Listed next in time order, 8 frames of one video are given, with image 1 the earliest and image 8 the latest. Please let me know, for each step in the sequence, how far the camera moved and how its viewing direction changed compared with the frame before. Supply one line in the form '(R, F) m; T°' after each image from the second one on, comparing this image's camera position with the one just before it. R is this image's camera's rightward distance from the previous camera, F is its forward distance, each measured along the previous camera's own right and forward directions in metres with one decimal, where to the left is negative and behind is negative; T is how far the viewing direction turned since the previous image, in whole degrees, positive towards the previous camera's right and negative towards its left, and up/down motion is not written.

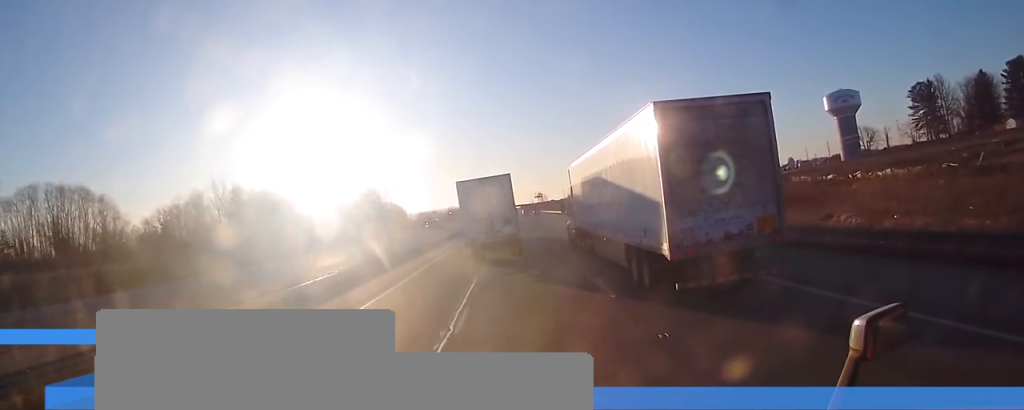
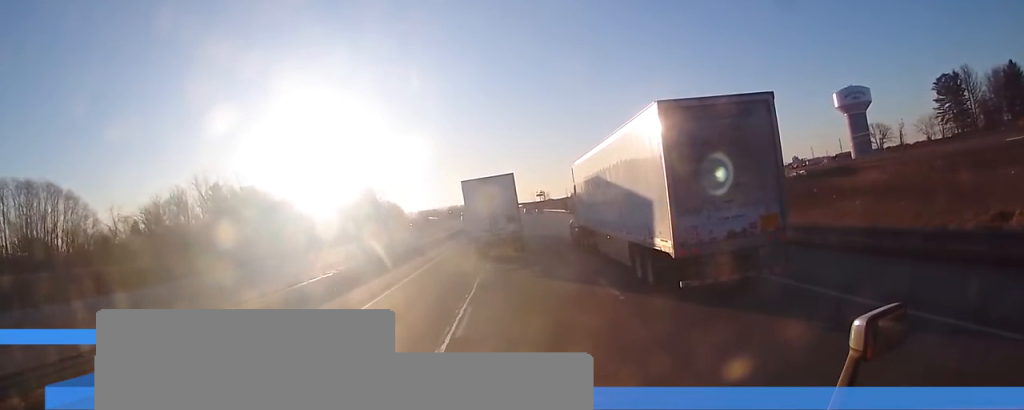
(-0.1, +12.4) m; 0°
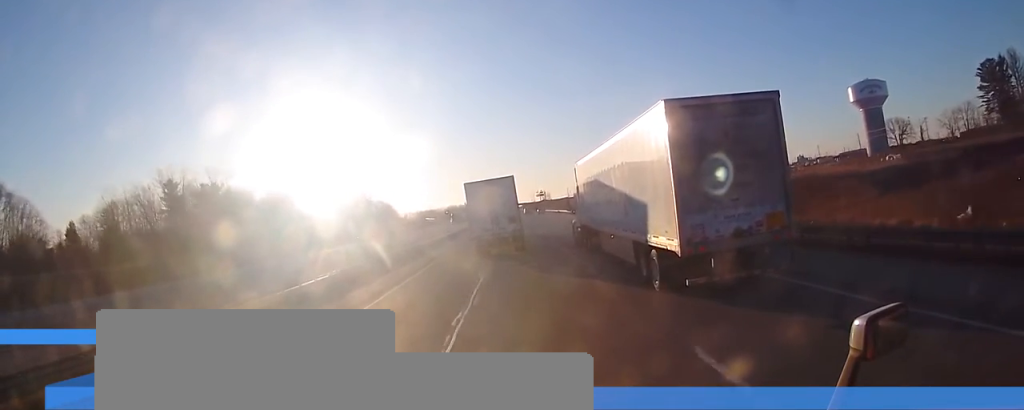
(0.0, +20.6) m; +1°
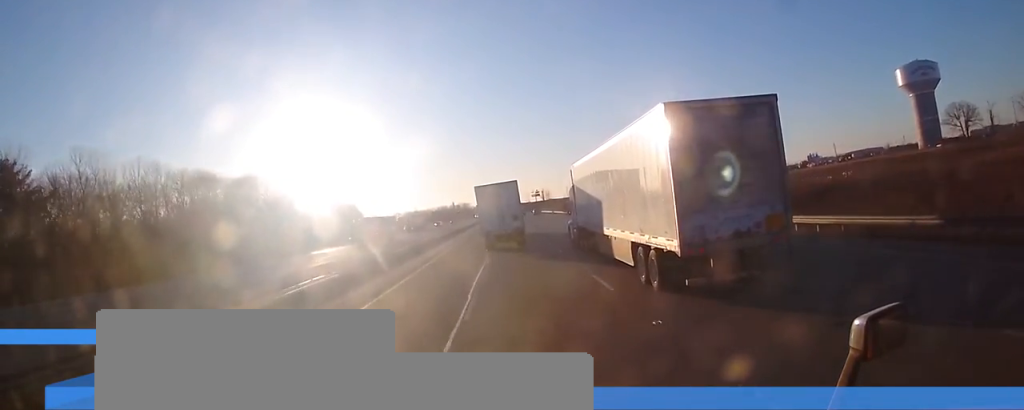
(+0.1, +61.7) m; 0°
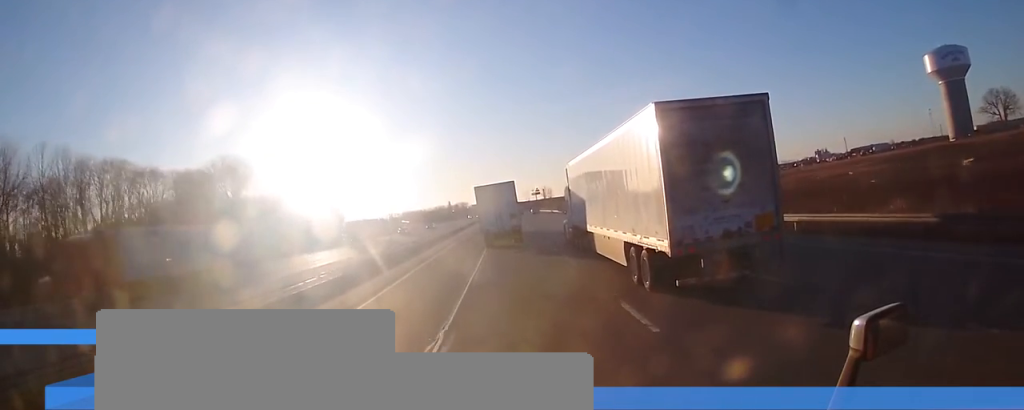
(+0.3, +28.7) m; +1°
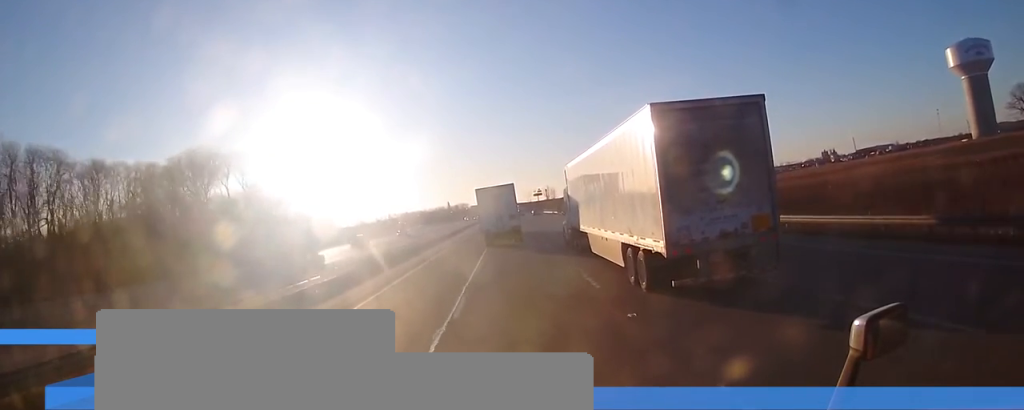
(0.0, +18.6) m; 0°
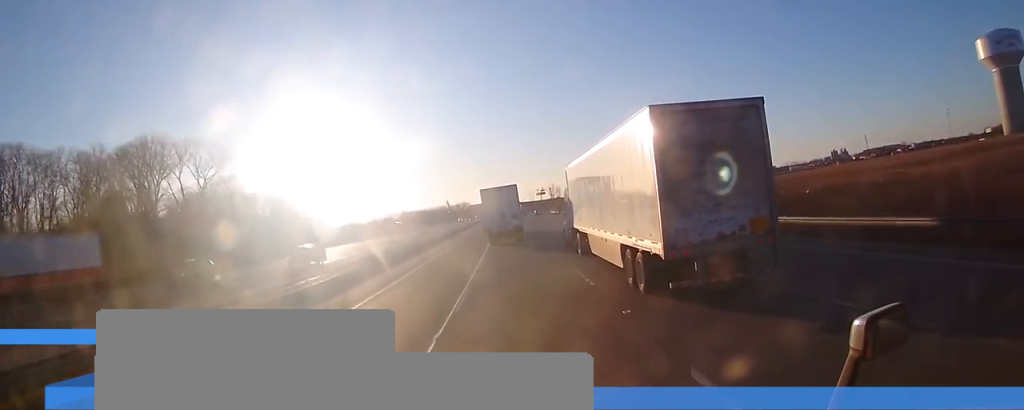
(0.0, +22.5) m; 0°
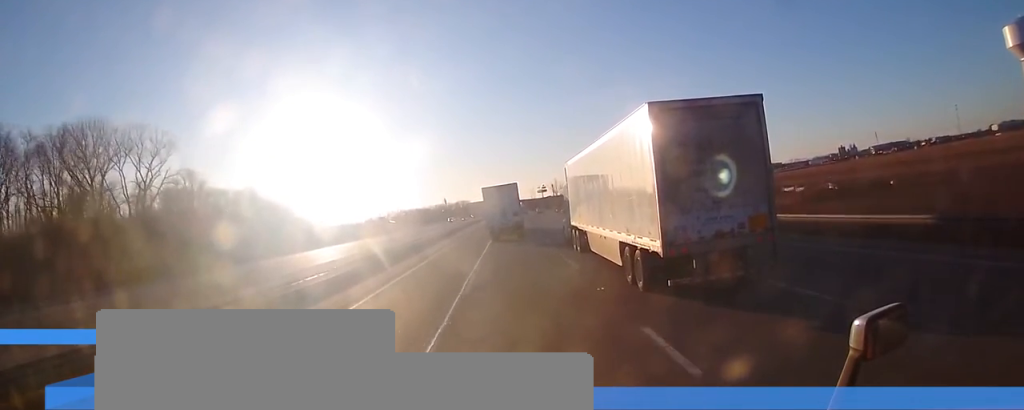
(+0.1, +21.6) m; -1°
